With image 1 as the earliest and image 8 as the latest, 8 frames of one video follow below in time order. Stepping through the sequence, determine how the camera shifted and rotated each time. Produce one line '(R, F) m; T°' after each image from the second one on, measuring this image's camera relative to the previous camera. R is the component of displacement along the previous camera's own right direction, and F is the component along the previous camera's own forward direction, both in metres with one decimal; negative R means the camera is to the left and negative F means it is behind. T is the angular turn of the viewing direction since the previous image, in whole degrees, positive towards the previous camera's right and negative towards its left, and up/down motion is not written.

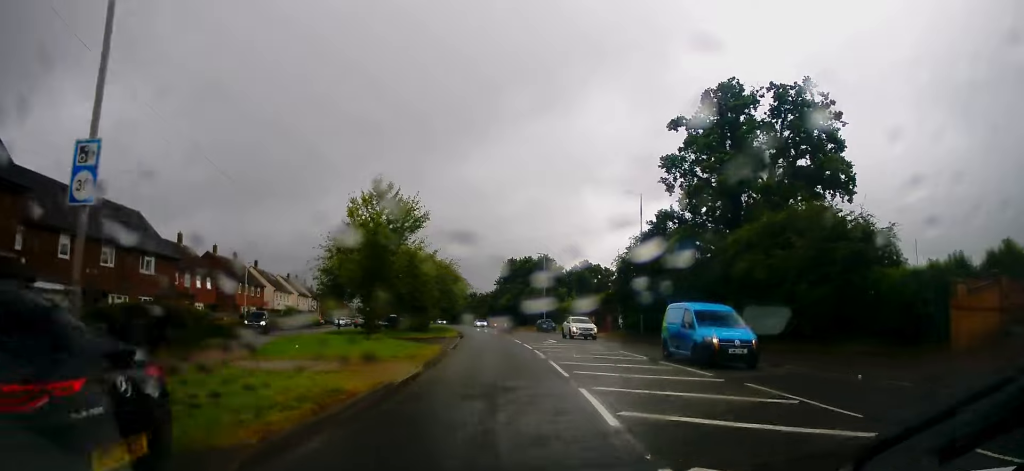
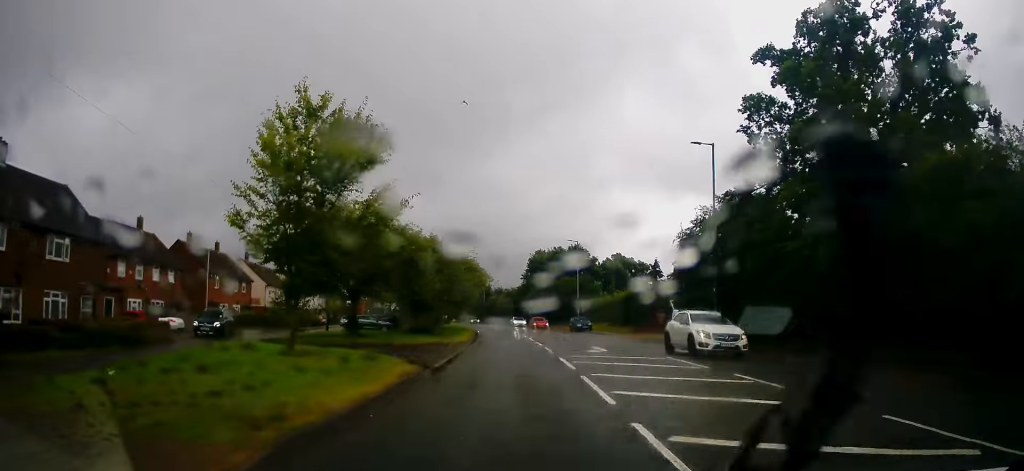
(-0.1, +10.9) m; -1°
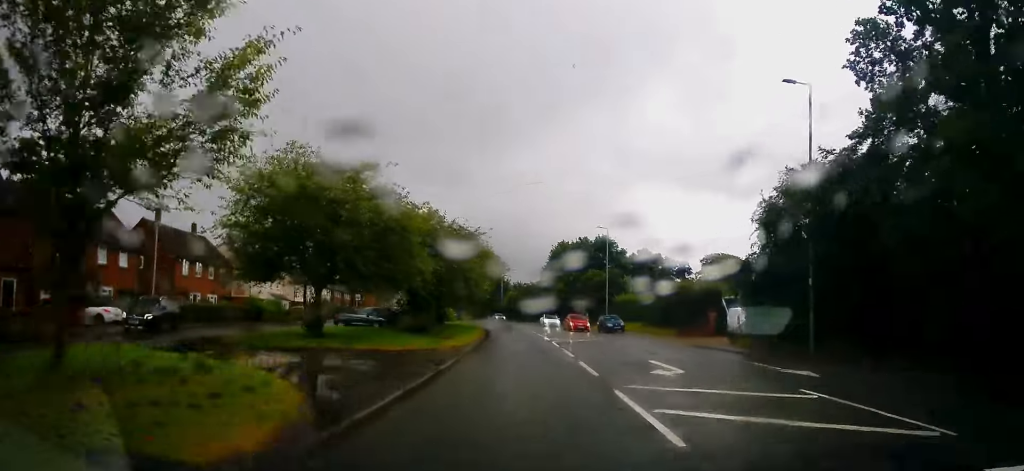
(0.0, +8.8) m; -1°
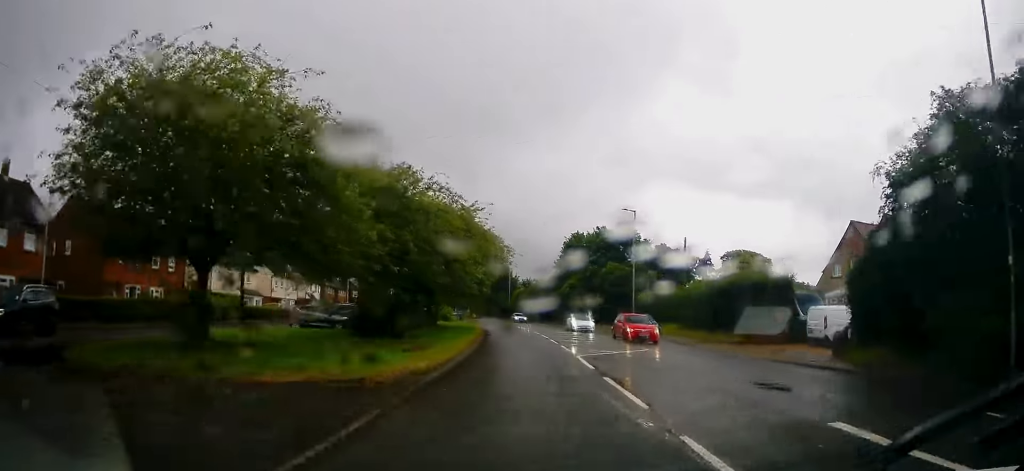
(-0.3, +10.0) m; -1°
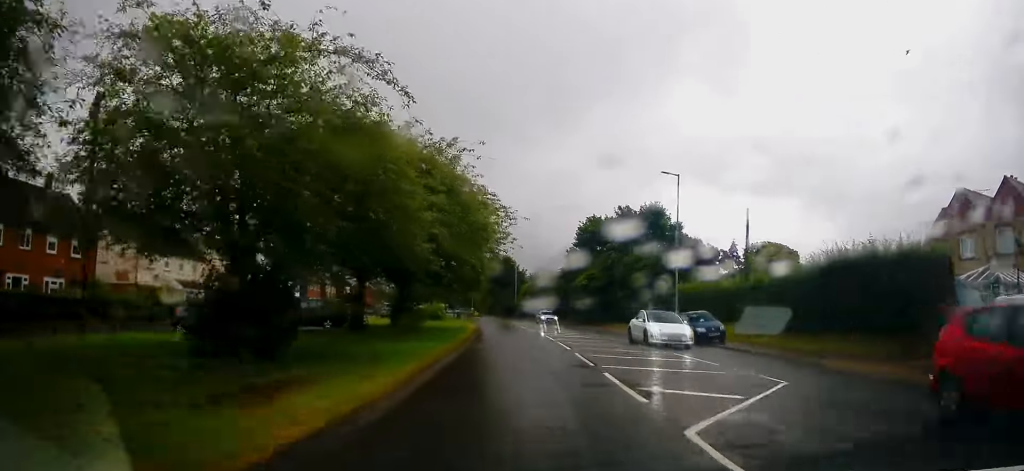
(+0.1, +11.9) m; -1°
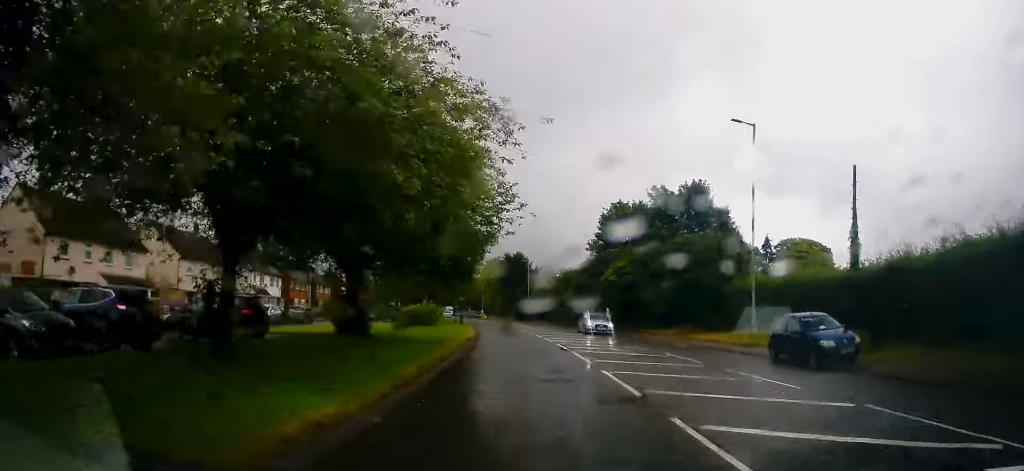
(-0.2, +10.8) m; -1°
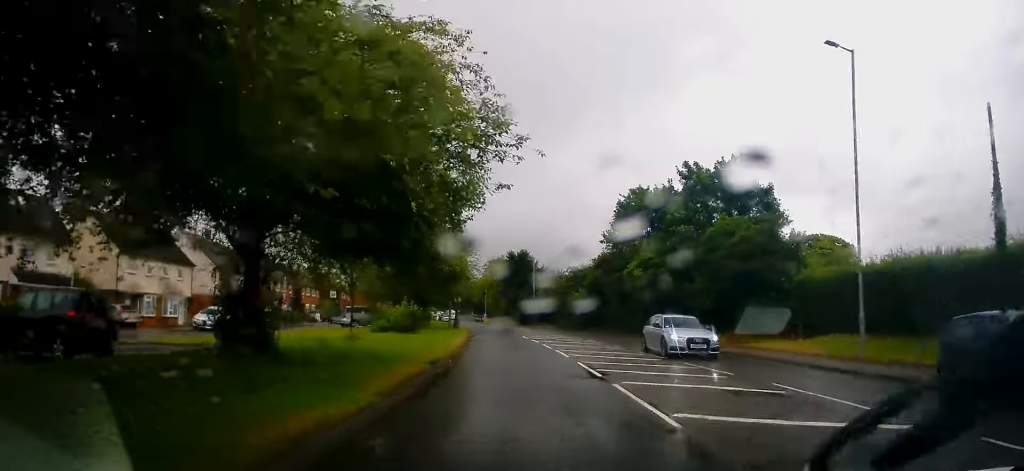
(+0.1, +8.7) m; 0°
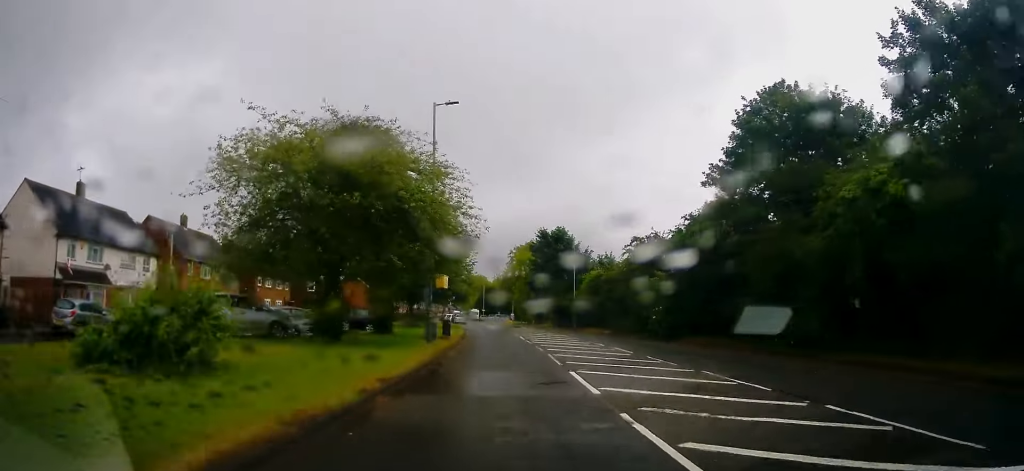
(-1.3, +25.0) m; -5°
